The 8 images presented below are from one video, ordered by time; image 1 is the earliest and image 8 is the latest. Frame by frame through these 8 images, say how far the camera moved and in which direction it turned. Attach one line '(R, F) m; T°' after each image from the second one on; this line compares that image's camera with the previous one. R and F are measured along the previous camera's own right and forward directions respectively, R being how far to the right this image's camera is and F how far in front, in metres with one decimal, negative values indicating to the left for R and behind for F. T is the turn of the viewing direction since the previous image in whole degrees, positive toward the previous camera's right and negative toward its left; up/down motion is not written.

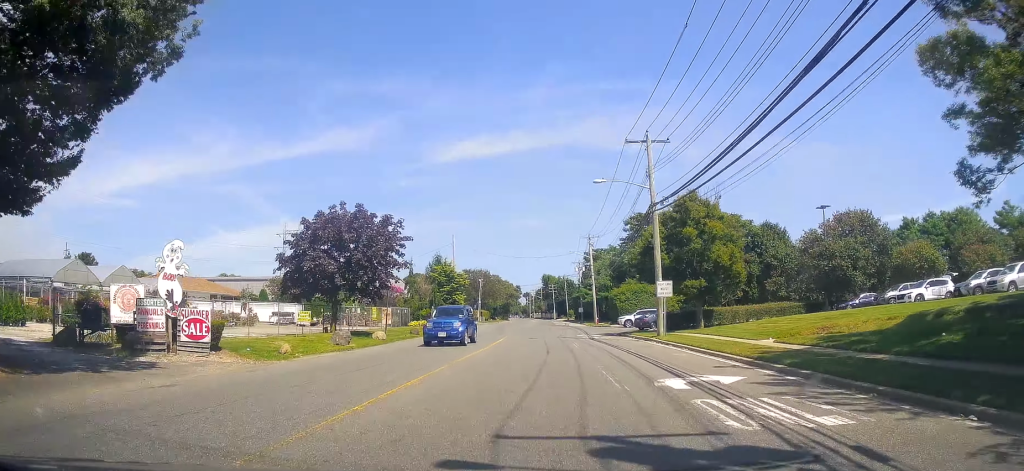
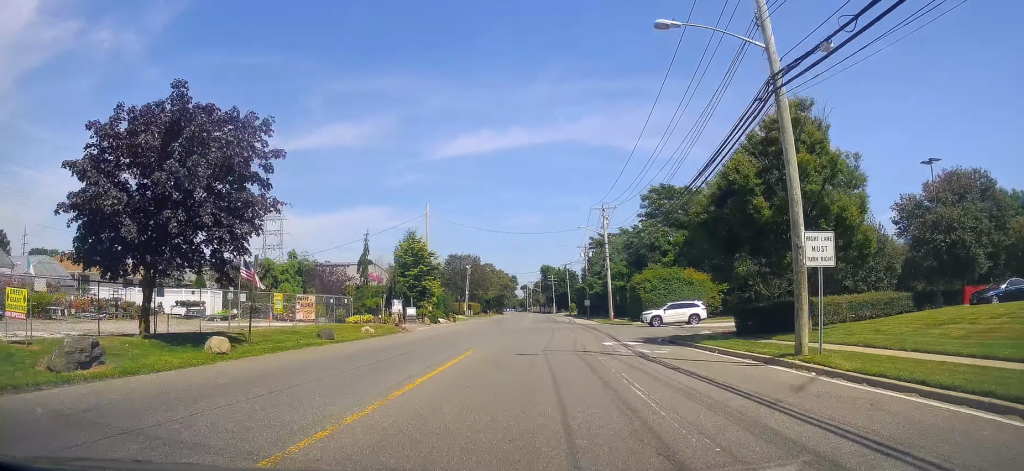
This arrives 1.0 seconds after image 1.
(+0.4, +16.7) m; +2°
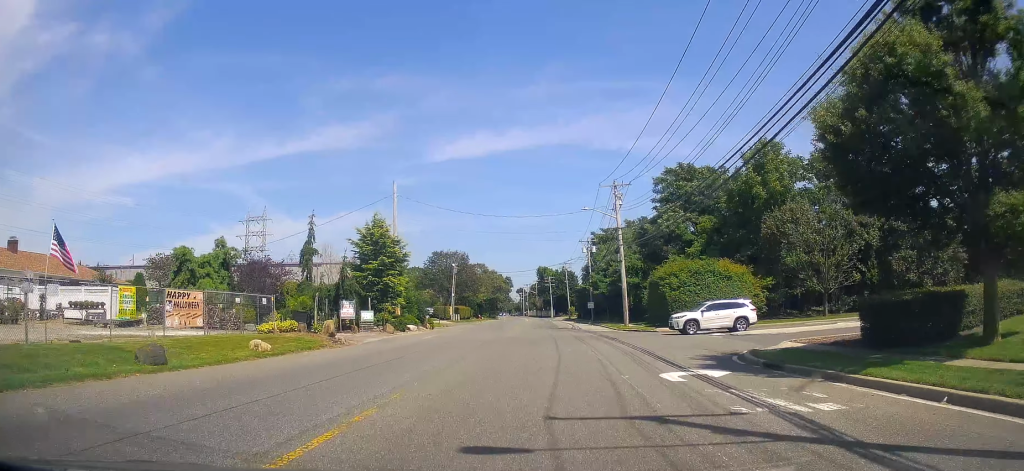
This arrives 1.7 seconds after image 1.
(+0.1, +11.3) m; 0°
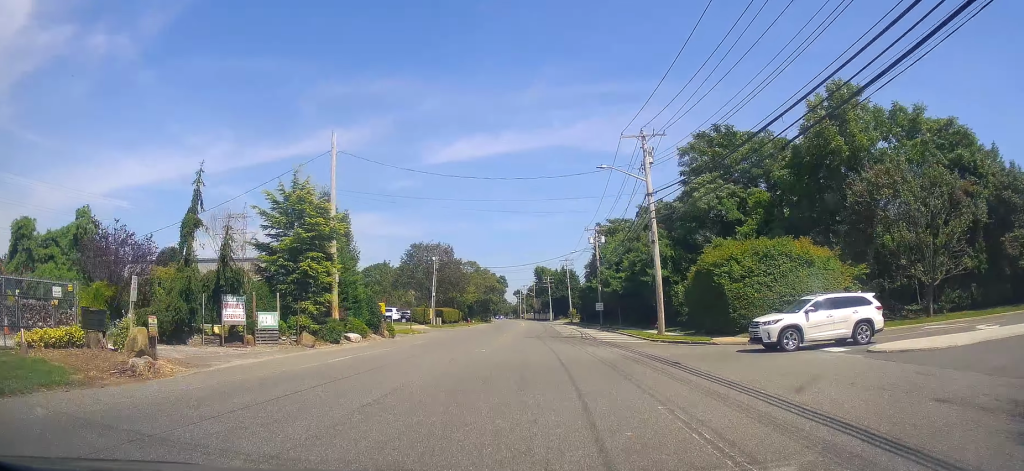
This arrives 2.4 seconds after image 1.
(0.0, +13.0) m; -1°
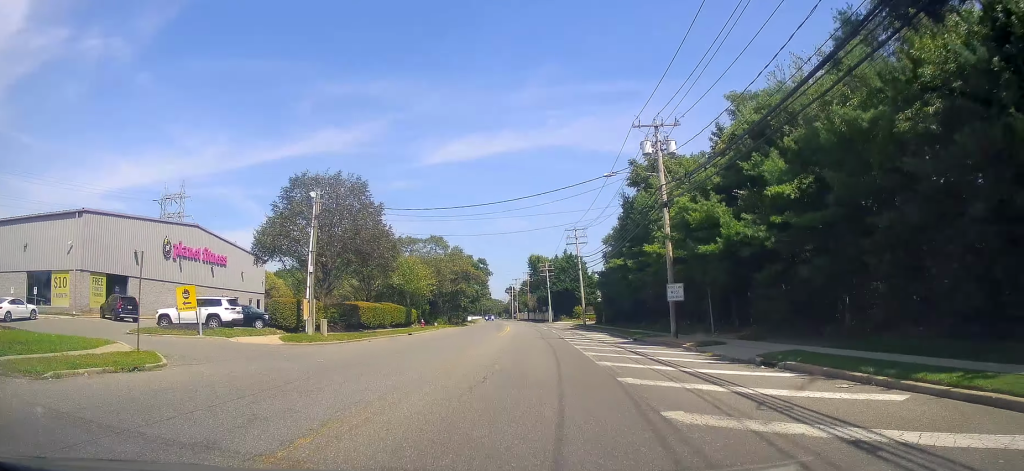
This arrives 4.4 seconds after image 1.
(+0.5, +35.9) m; +3°
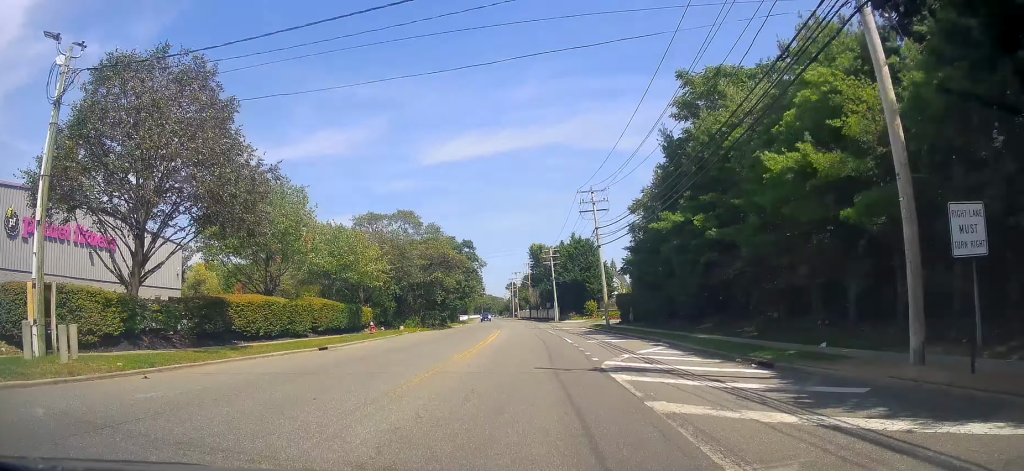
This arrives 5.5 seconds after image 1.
(0.0, +19.9) m; -1°
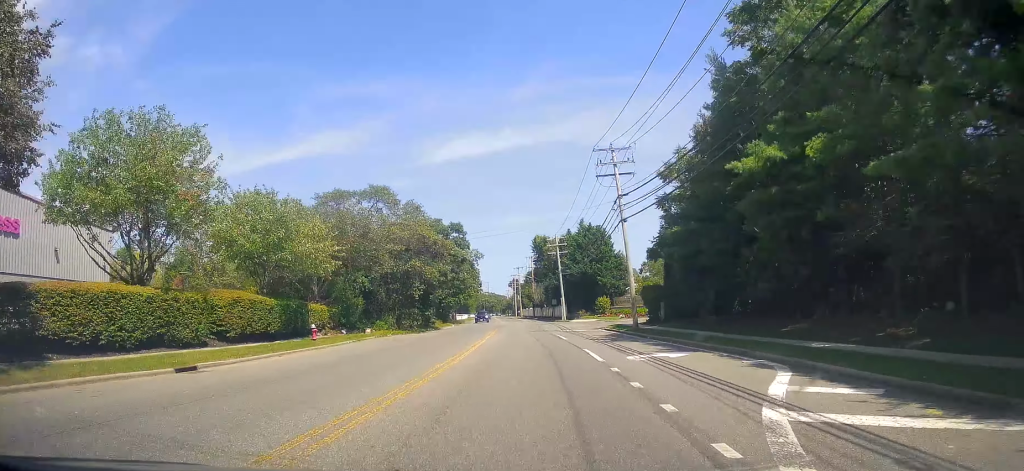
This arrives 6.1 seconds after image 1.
(-0.3, +11.6) m; -1°
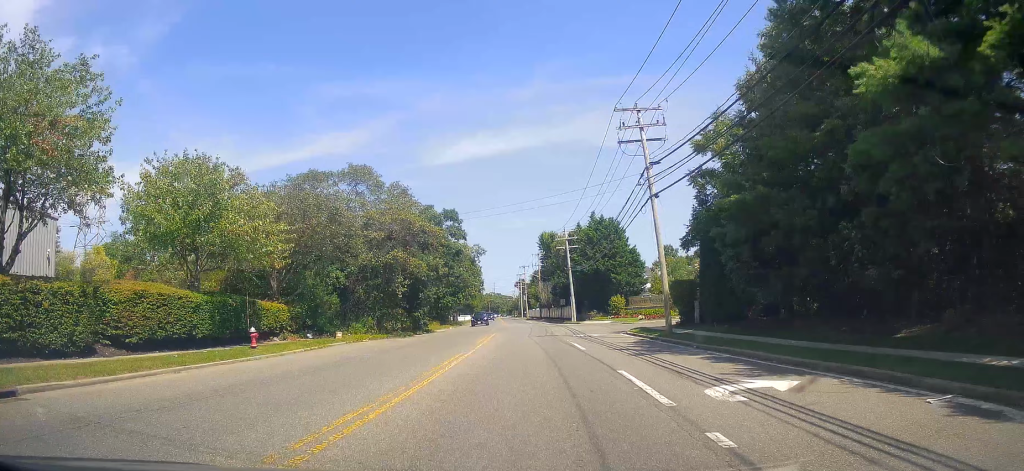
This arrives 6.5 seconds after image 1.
(-0.1, +7.8) m; 0°
